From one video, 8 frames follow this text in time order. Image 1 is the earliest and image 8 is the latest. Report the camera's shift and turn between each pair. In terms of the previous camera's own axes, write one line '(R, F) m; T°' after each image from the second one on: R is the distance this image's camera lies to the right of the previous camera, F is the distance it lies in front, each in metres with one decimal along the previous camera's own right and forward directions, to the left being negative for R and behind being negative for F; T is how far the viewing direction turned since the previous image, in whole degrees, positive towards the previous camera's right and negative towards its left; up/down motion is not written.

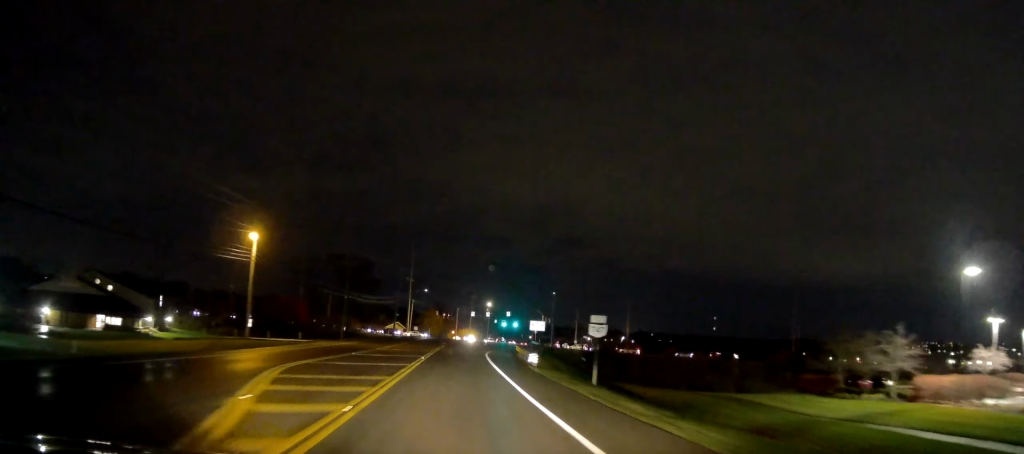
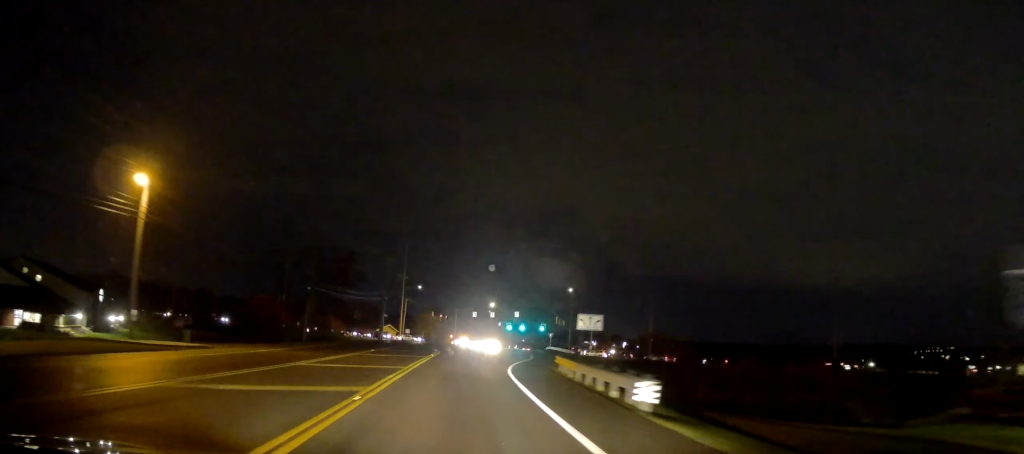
(0.0, +20.0) m; 0°
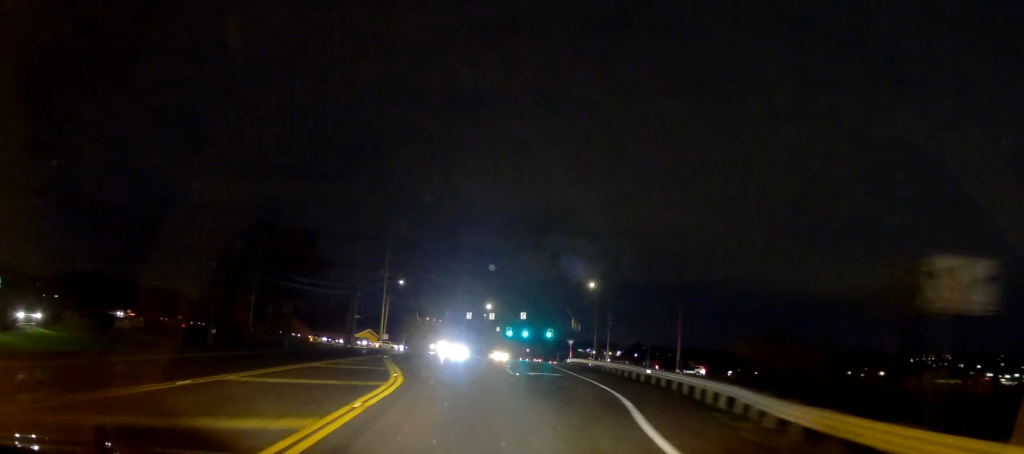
(0.0, +23.5) m; +1°
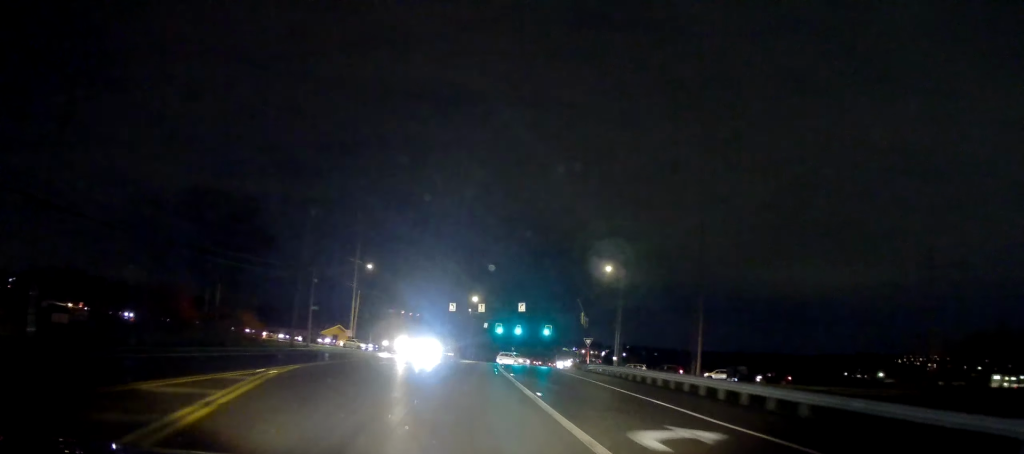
(+0.3, +18.3) m; +2°
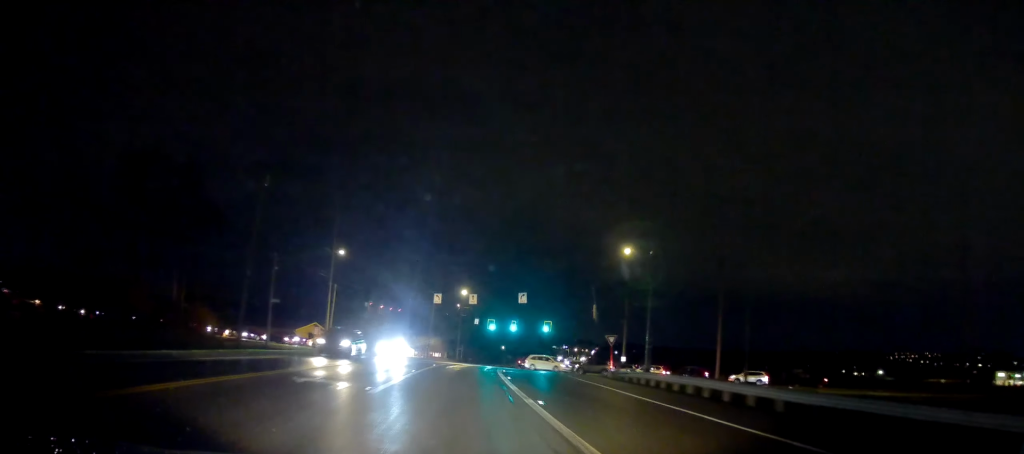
(+0.2, +12.0) m; +1°
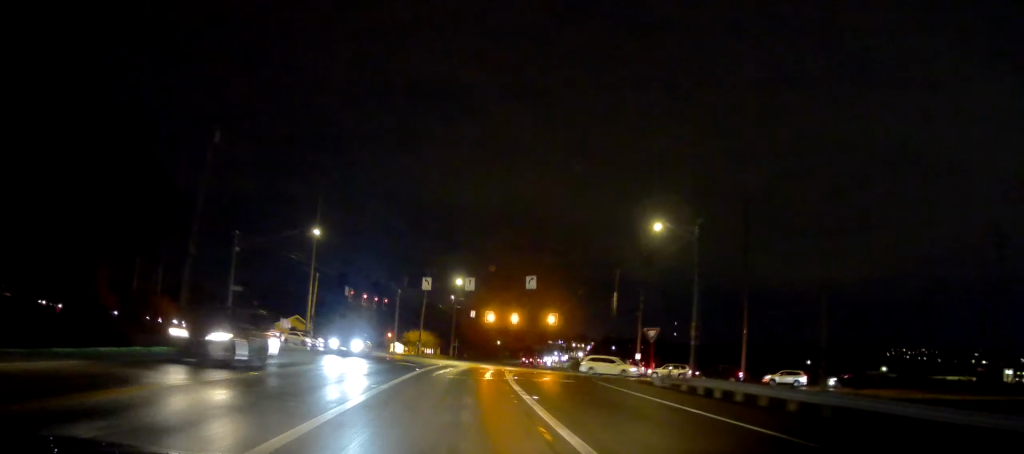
(-0.1, +10.1) m; +1°
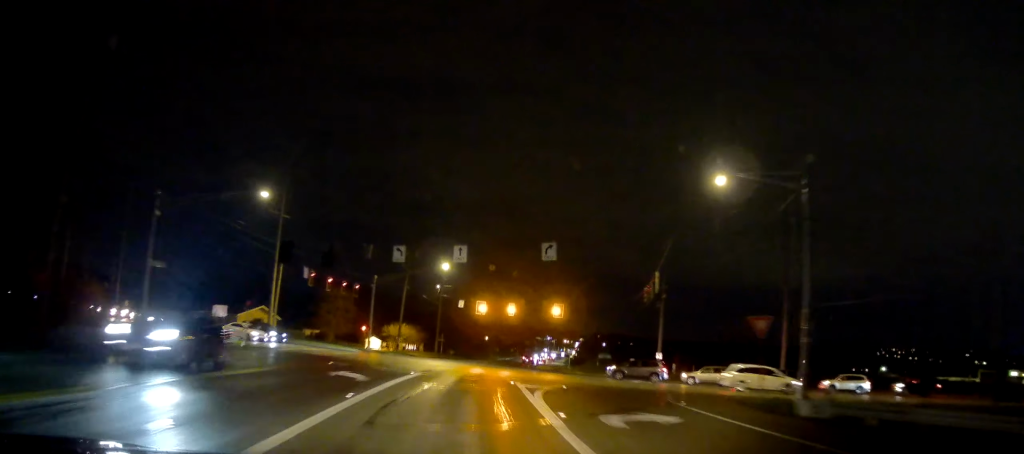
(+0.3, +13.5) m; +1°
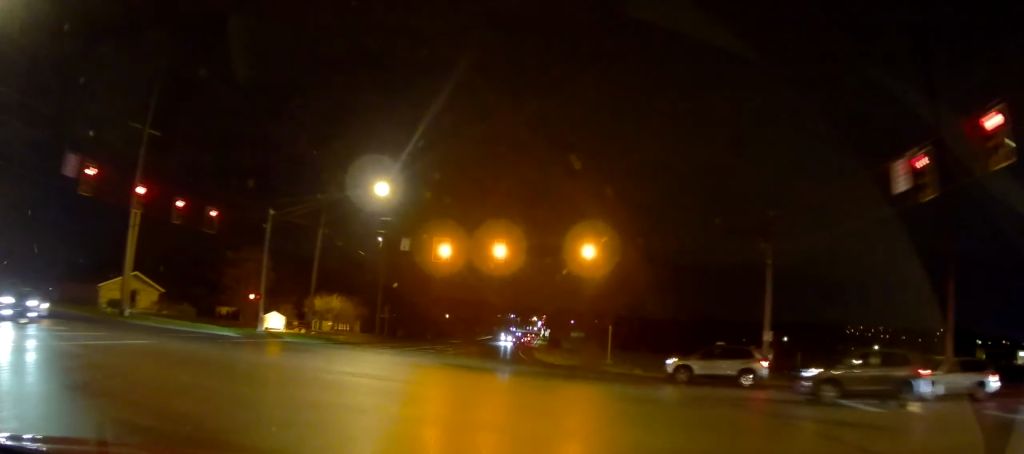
(+0.4, +31.2) m; +1°
